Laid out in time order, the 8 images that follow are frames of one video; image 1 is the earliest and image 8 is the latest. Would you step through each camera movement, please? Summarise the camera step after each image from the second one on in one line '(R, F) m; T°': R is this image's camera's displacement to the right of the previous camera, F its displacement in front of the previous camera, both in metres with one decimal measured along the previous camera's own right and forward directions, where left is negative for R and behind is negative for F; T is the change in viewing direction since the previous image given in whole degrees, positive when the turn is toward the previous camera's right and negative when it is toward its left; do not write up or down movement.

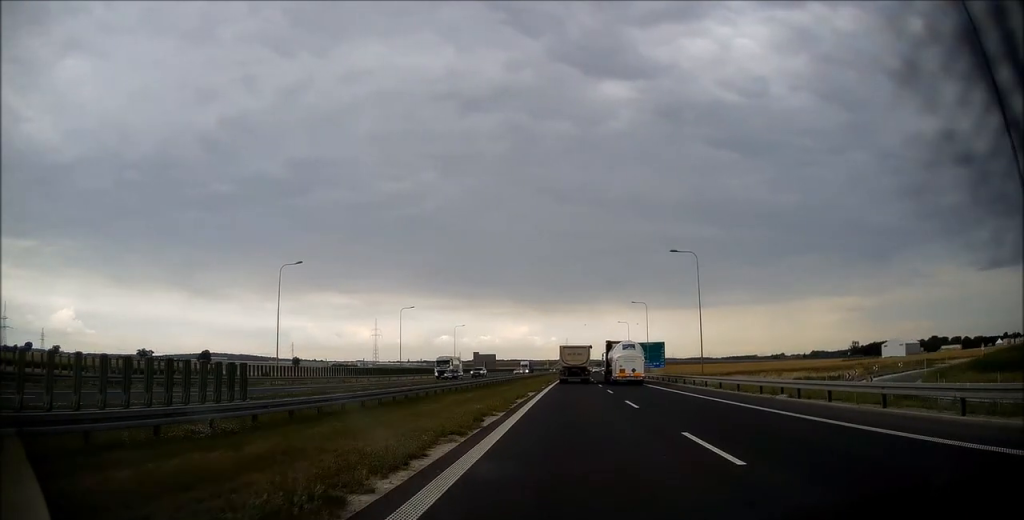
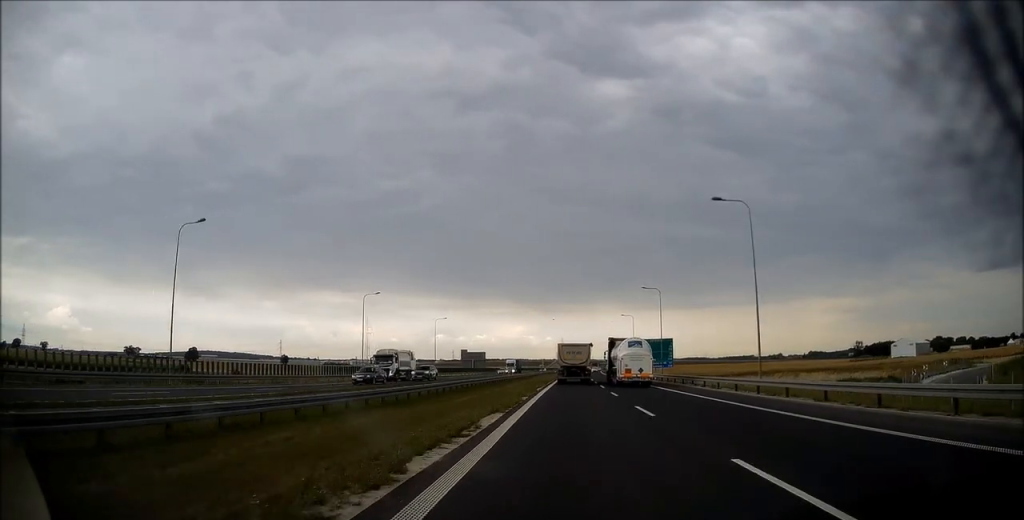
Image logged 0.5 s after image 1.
(0.0, +15.9) m; 0°
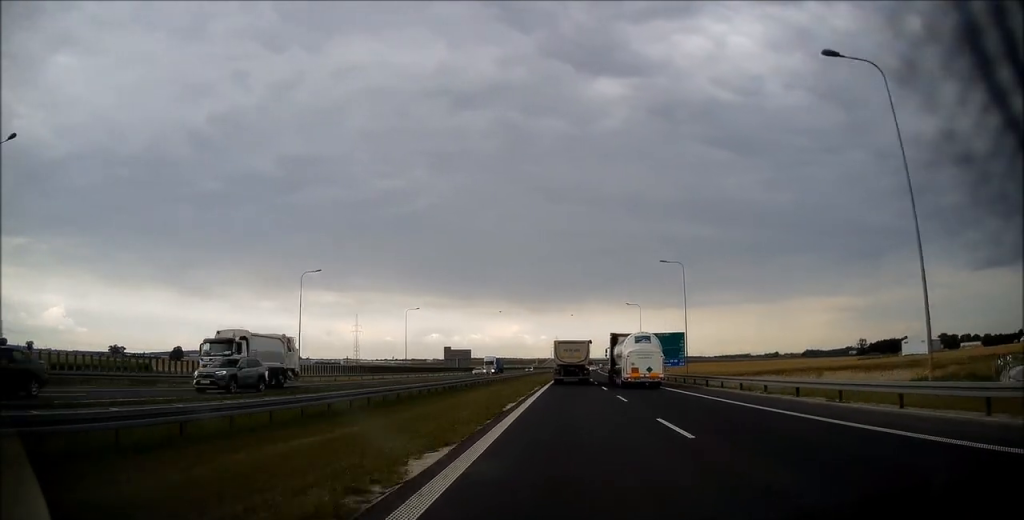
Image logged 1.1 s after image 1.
(+0.1, +17.5) m; 0°
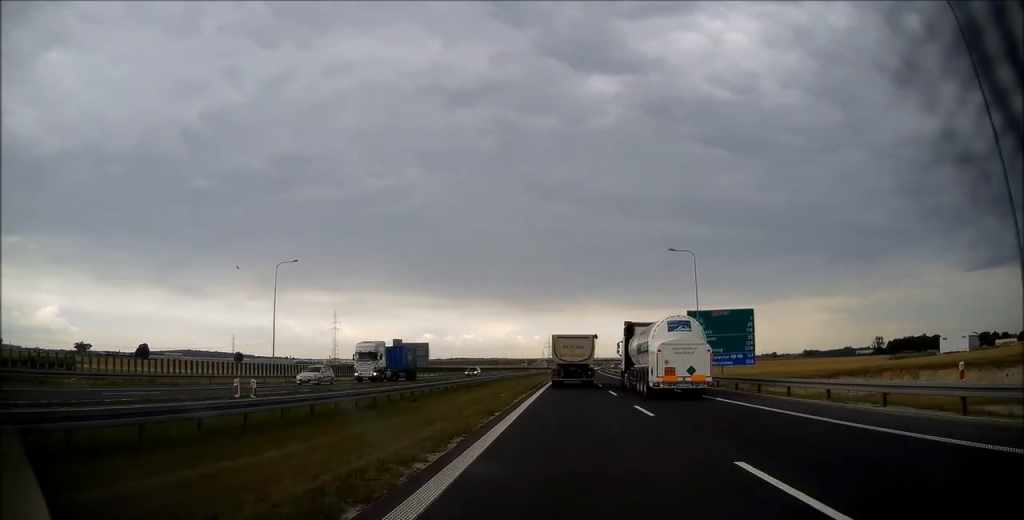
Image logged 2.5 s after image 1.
(+0.4, +44.0) m; +1°
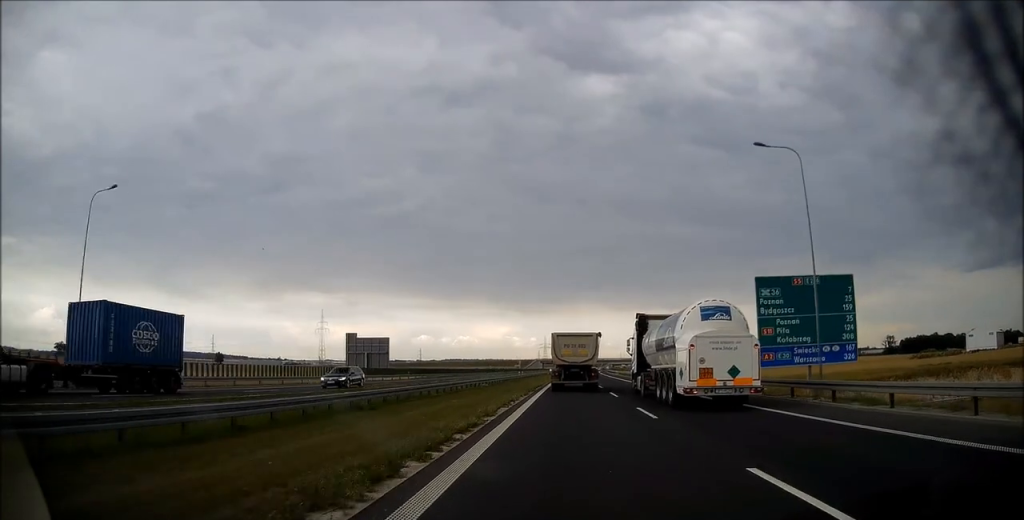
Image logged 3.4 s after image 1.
(0.0, +24.9) m; 0°
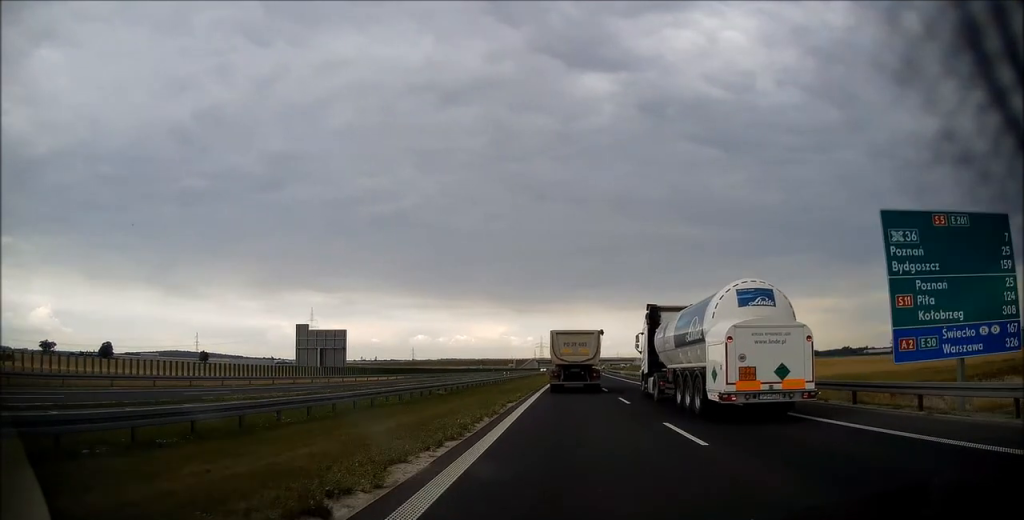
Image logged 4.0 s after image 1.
(+0.1, +17.8) m; 0°
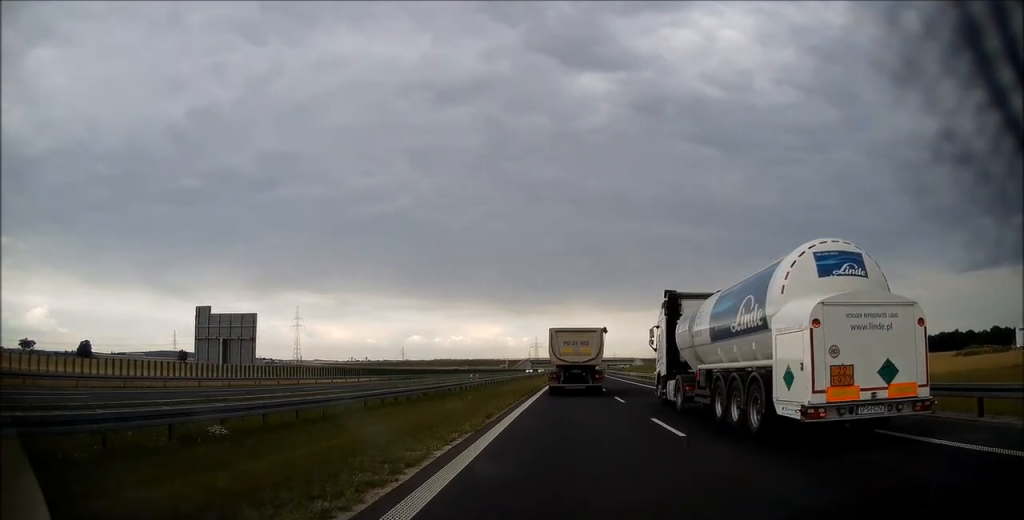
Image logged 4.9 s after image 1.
(+0.1, +23.1) m; +1°
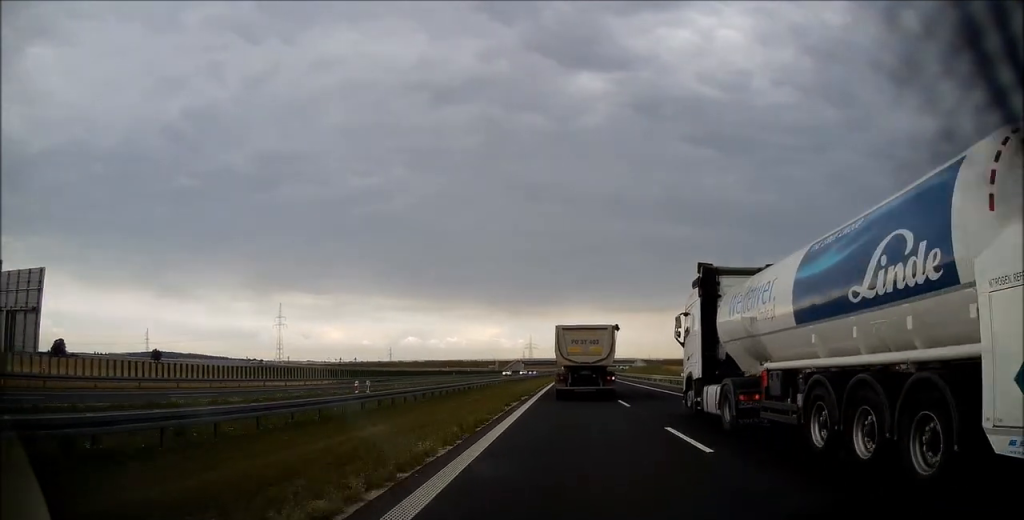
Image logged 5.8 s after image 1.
(+0.1, +26.5) m; 0°
